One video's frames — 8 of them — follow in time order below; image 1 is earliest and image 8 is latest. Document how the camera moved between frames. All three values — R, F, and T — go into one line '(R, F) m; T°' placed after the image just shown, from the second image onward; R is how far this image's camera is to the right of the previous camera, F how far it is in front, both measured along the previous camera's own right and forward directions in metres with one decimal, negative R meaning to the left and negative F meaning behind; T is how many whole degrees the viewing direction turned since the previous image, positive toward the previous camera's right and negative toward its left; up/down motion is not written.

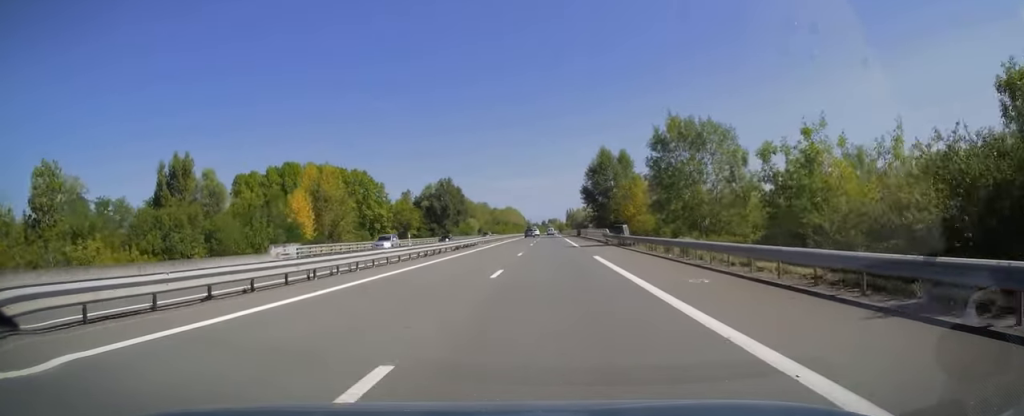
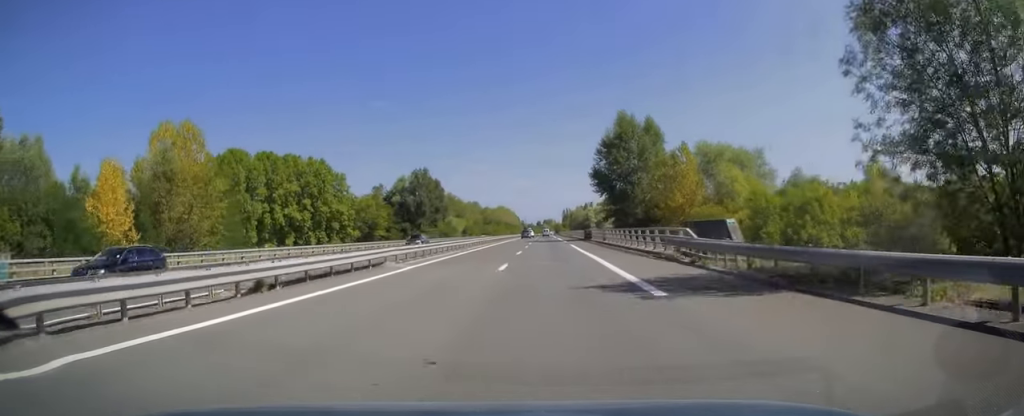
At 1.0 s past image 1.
(0.0, +31.3) m; 0°
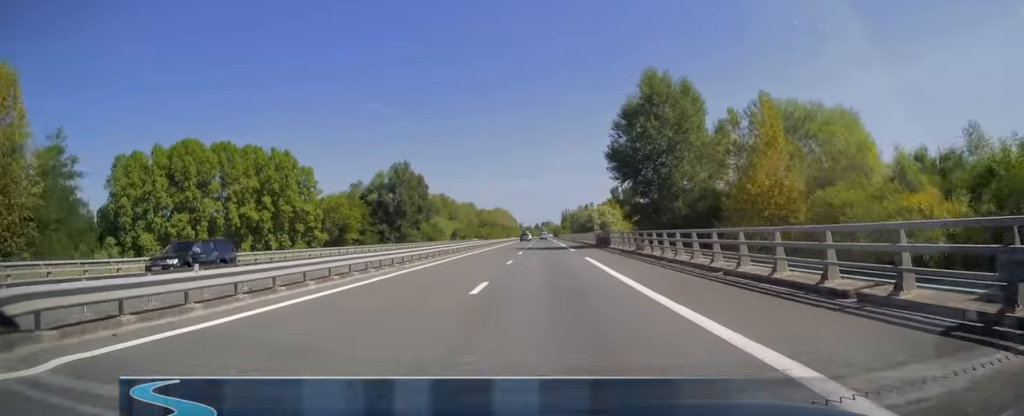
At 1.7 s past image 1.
(0.0, +20.3) m; 0°
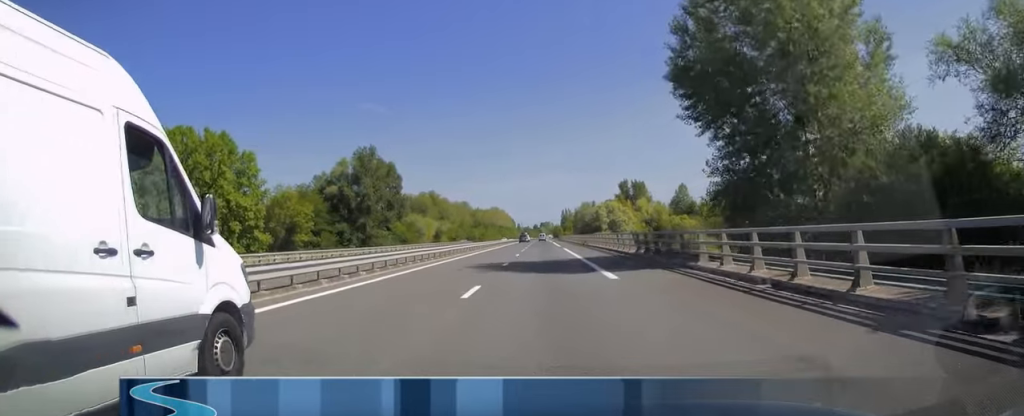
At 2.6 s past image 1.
(0.0, +26.6) m; 0°
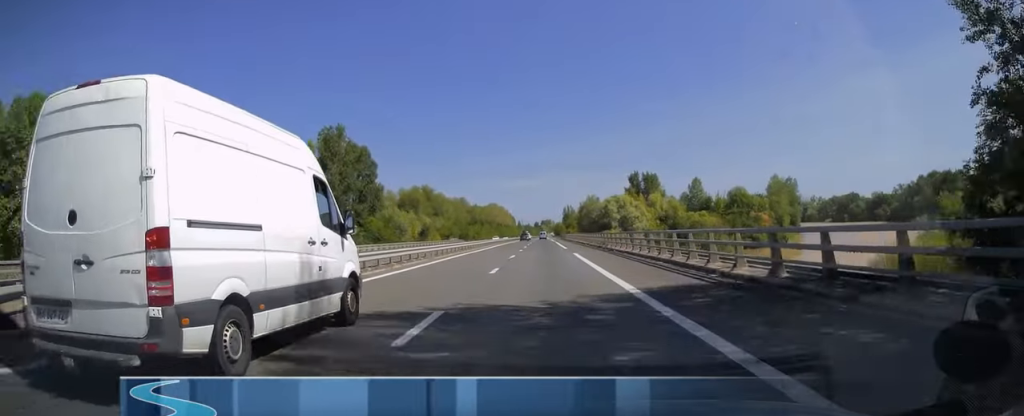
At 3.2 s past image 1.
(0.0, +19.0) m; 0°
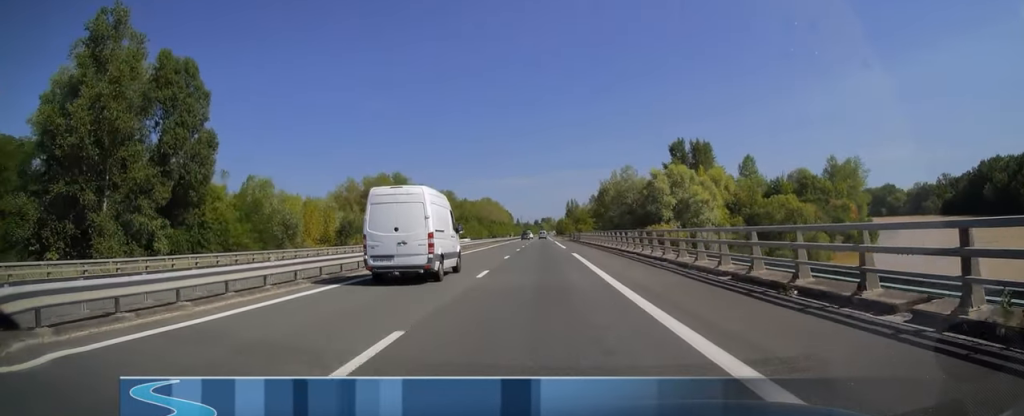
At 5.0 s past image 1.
(0.0, +54.2) m; 0°
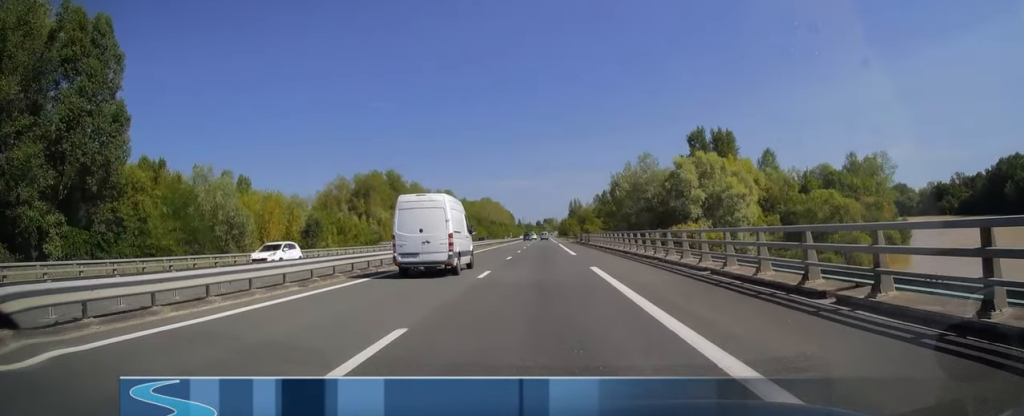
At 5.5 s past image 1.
(0.0, +13.0) m; 0°
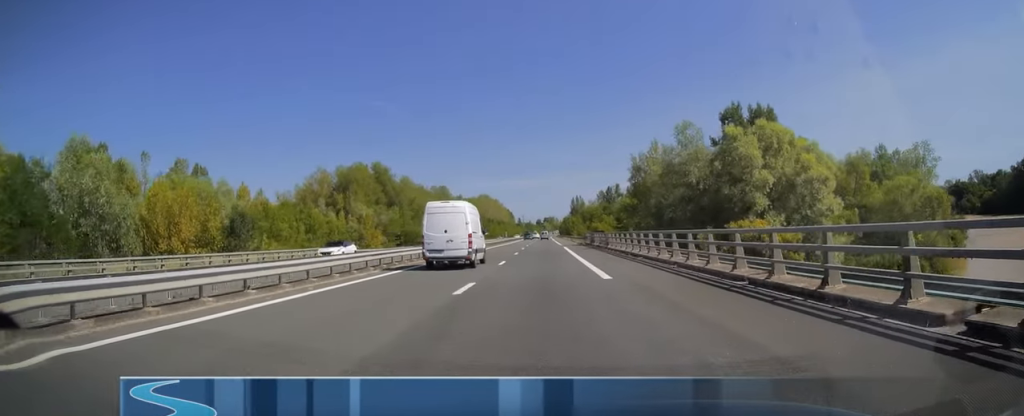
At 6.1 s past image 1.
(0.0, +18.4) m; 0°
